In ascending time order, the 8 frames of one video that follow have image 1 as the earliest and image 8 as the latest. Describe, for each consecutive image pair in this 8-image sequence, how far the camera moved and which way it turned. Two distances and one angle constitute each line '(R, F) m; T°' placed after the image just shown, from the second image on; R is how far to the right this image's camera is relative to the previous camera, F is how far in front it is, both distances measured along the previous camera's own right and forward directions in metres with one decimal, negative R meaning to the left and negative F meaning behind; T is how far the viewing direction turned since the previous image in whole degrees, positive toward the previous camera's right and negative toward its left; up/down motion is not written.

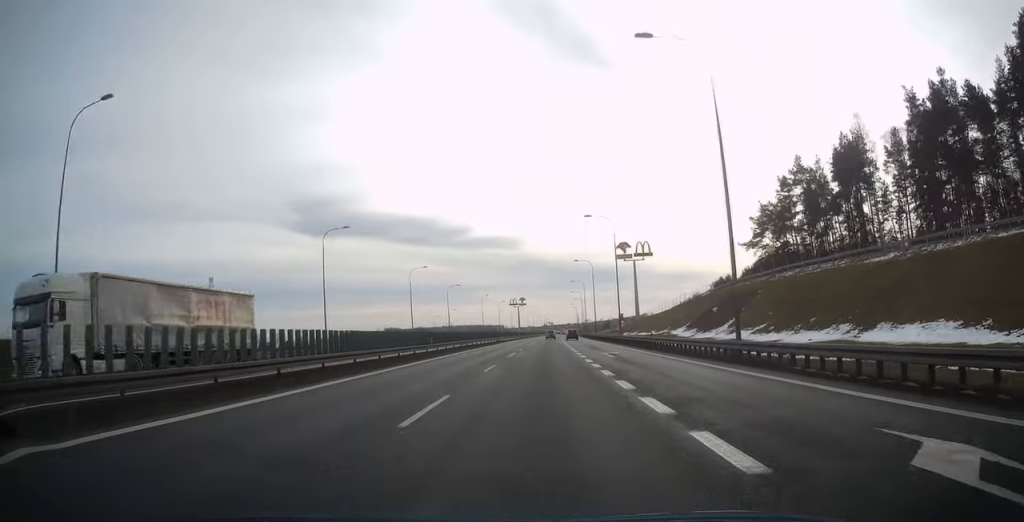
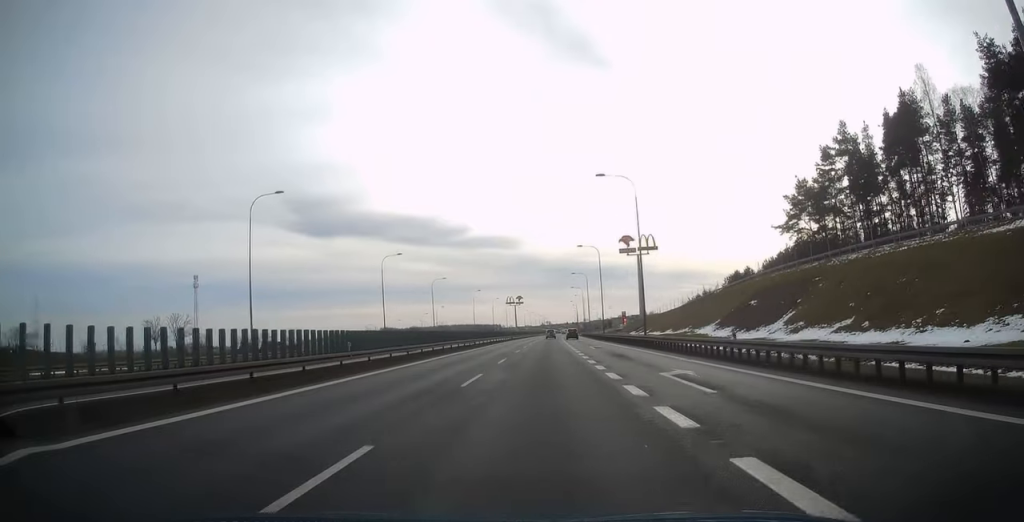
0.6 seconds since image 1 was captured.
(0.0, +17.9) m; 0°
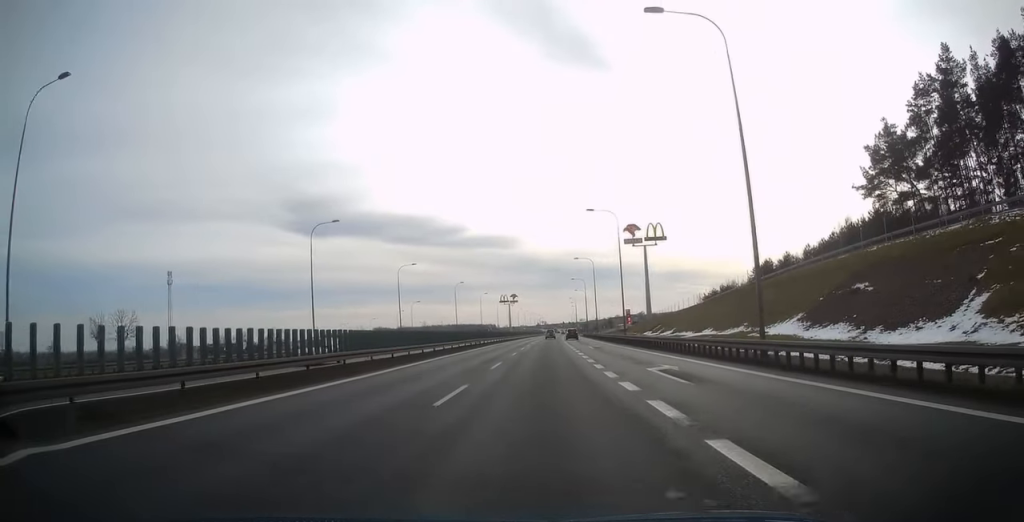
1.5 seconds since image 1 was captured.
(0.0, +27.6) m; 0°
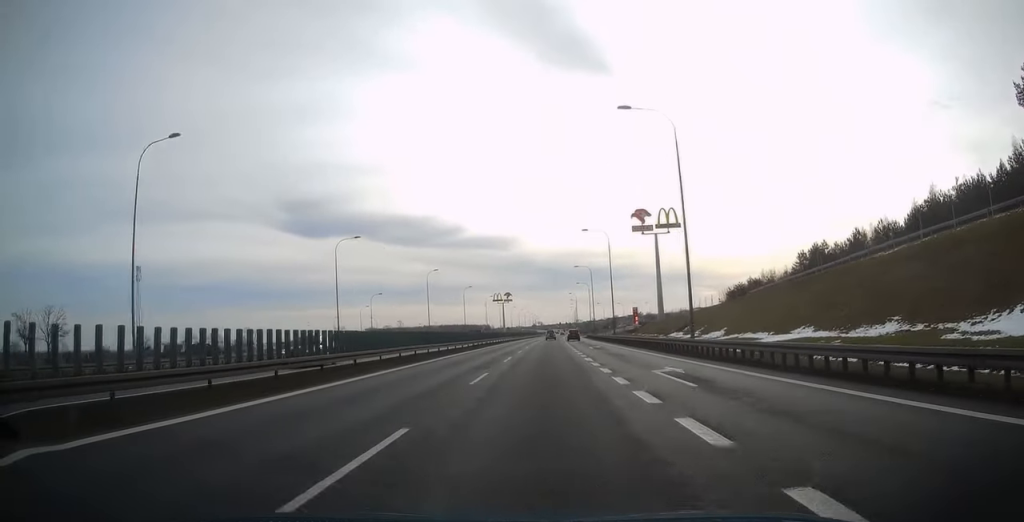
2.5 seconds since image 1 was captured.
(+0.1, +30.7) m; +1°
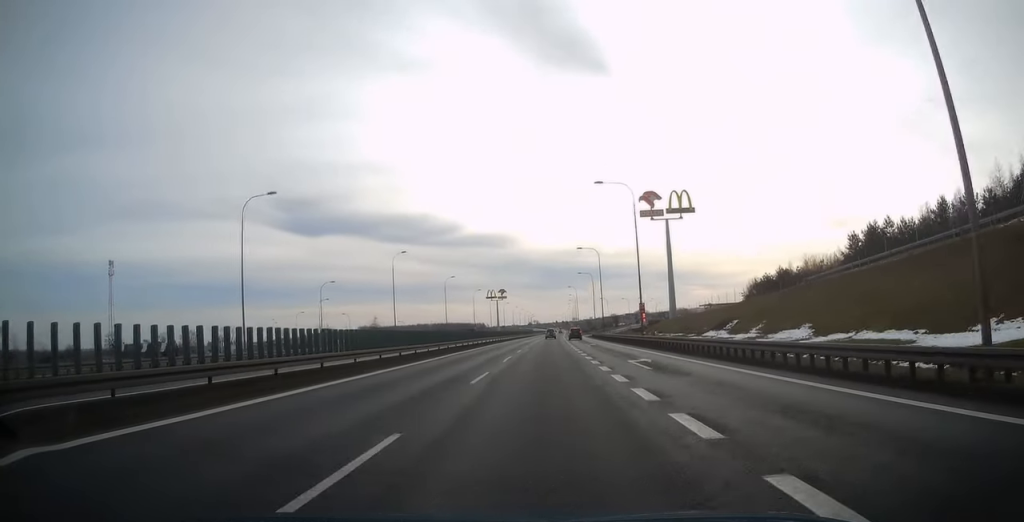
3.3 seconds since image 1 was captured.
(+0.2, +24.1) m; +1°
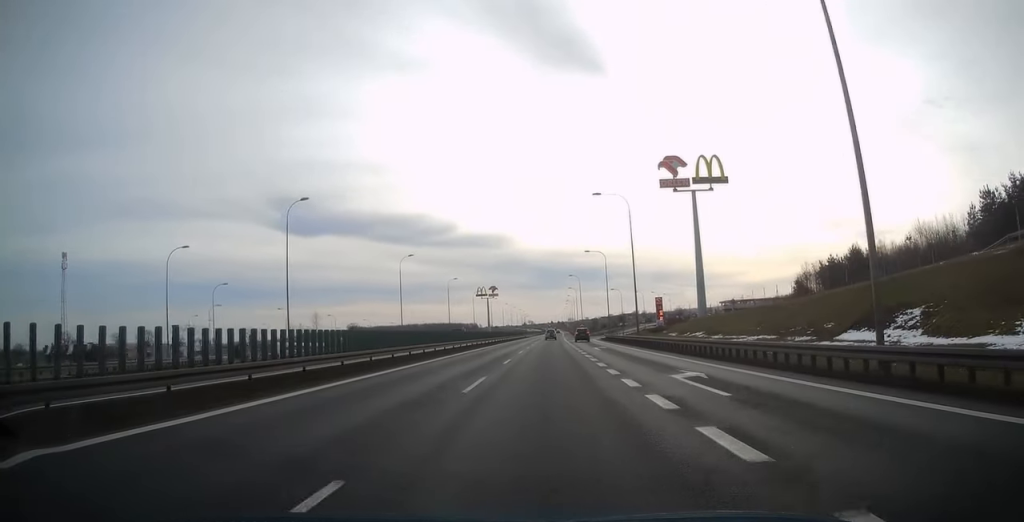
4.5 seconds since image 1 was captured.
(+0.1, +37.9) m; 0°
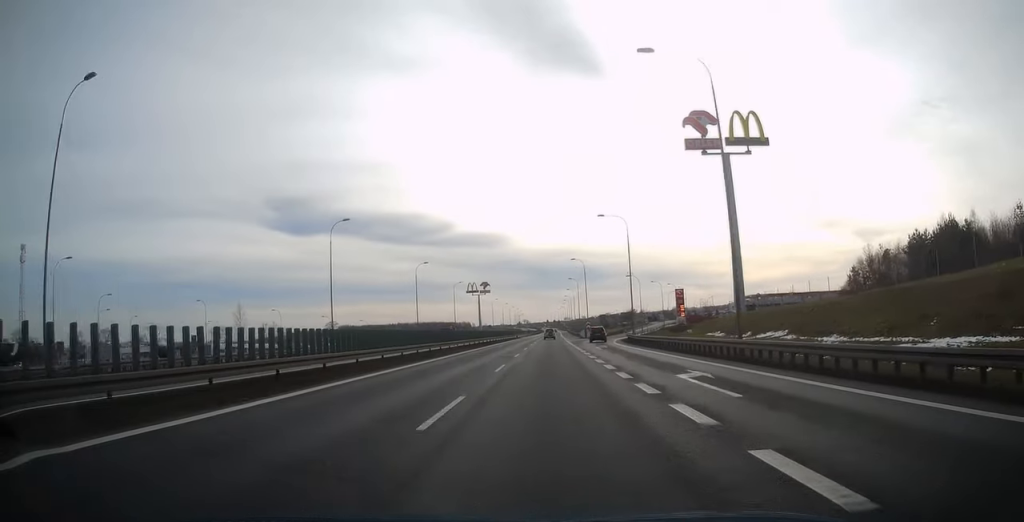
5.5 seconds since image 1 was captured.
(+0.1, +30.1) m; 0°
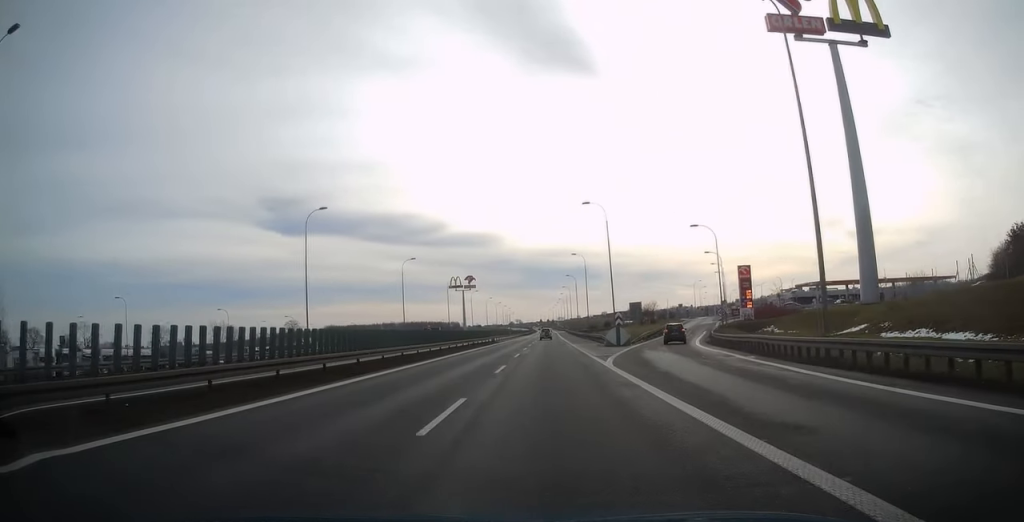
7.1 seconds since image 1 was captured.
(+0.2, +47.9) m; +1°
